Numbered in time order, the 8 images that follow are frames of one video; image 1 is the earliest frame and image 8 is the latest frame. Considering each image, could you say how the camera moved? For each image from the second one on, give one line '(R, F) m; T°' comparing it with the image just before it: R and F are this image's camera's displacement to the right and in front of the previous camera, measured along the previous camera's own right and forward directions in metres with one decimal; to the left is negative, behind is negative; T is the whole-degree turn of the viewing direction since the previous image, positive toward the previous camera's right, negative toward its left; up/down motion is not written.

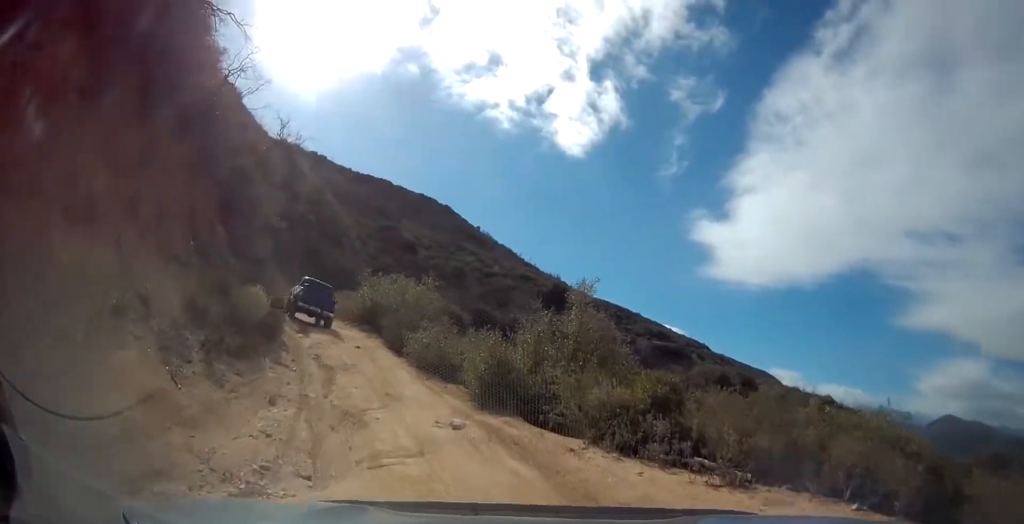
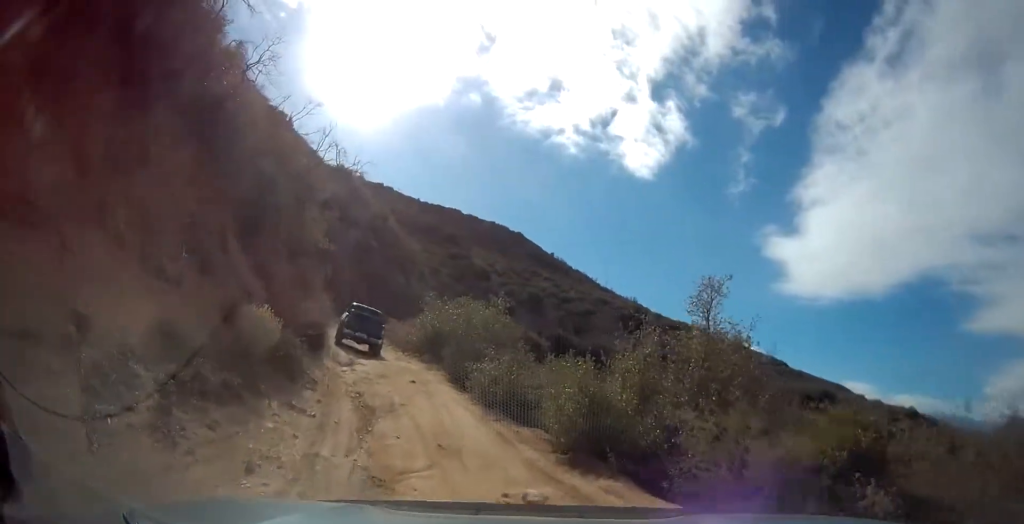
(-0.4, +3.2) m; -6°
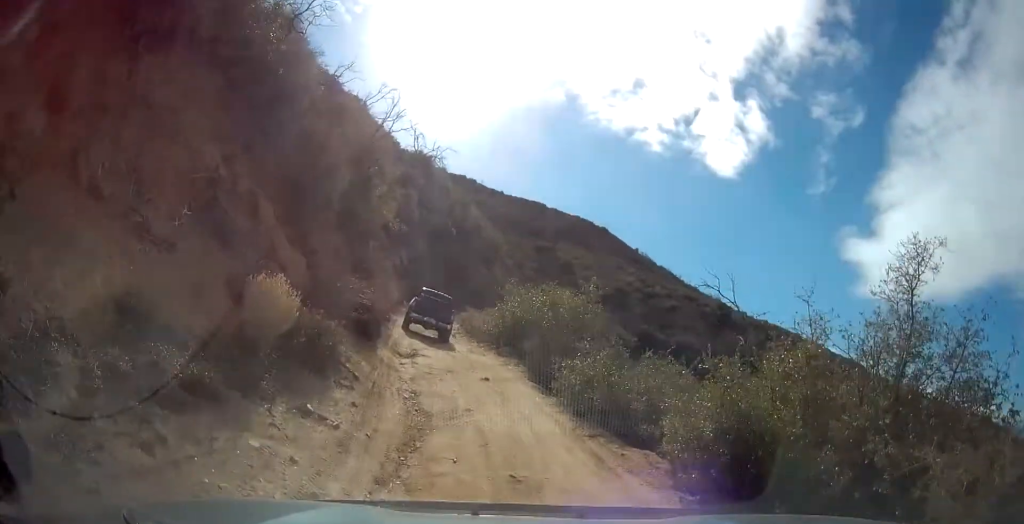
(0.0, +2.8) m; -2°
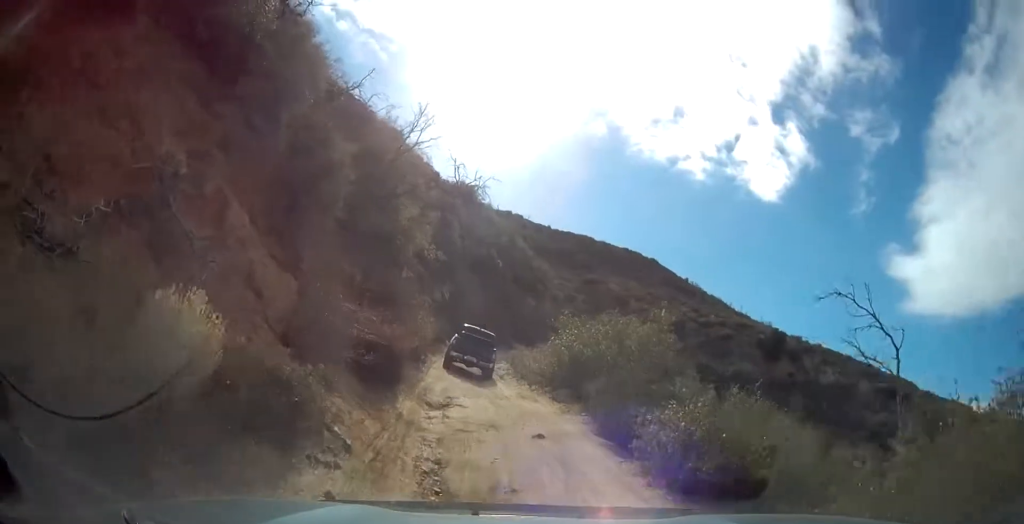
(-0.1, +3.3) m; -5°
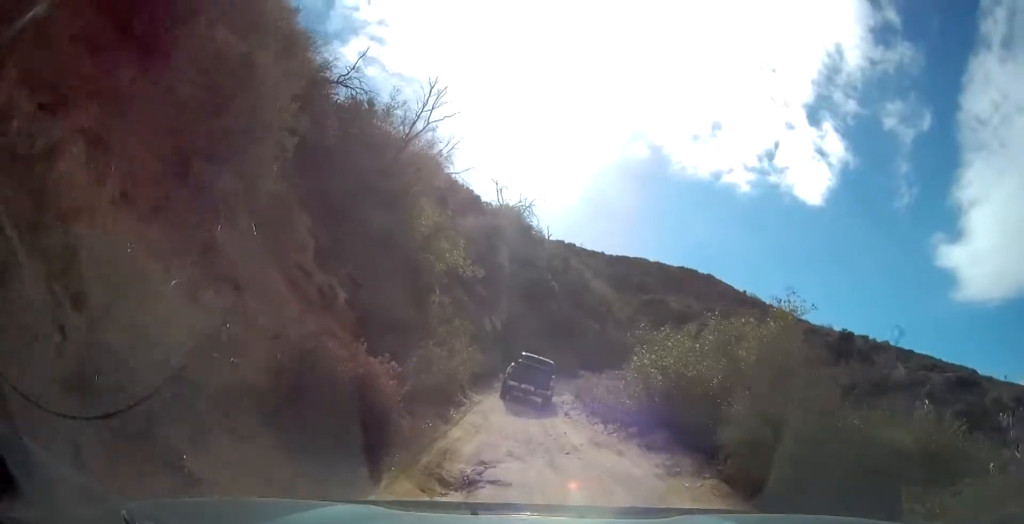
(-0.6, +5.3) m; -11°
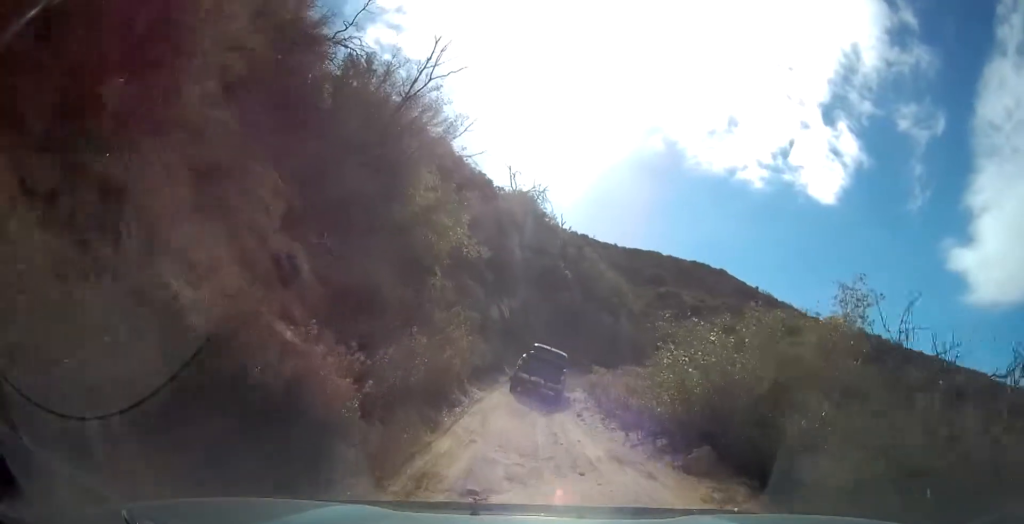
(-0.2, +2.2) m; -4°
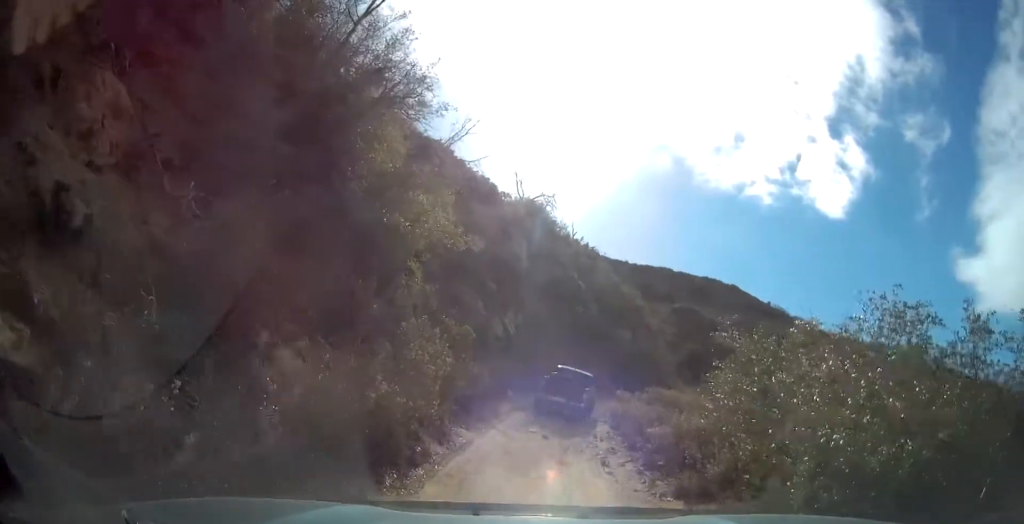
(+0.1, +4.9) m; +2°
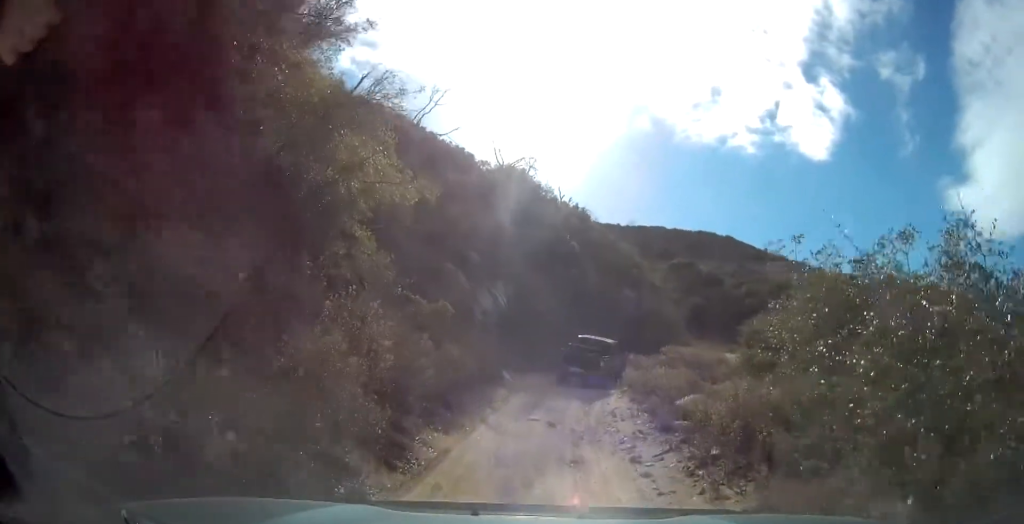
(+0.1, +3.4) m; 0°
